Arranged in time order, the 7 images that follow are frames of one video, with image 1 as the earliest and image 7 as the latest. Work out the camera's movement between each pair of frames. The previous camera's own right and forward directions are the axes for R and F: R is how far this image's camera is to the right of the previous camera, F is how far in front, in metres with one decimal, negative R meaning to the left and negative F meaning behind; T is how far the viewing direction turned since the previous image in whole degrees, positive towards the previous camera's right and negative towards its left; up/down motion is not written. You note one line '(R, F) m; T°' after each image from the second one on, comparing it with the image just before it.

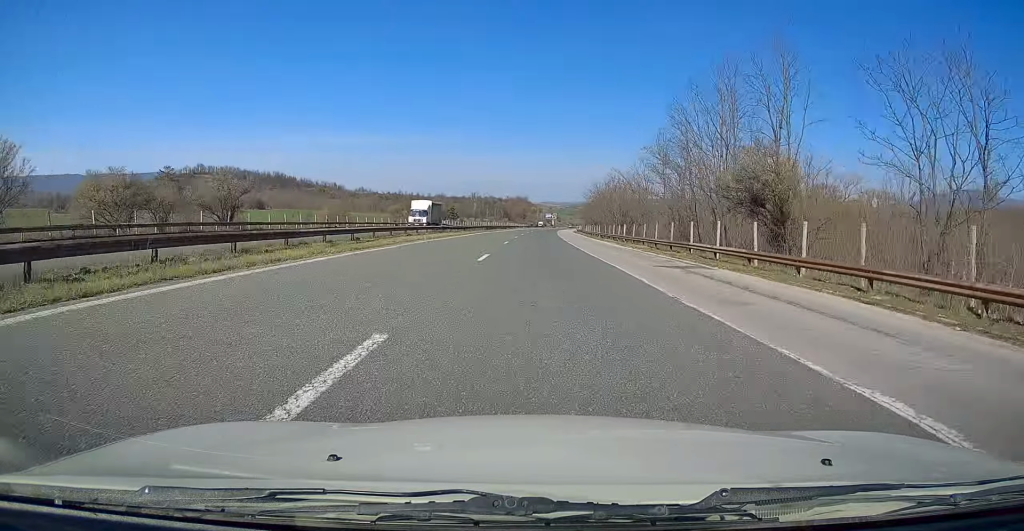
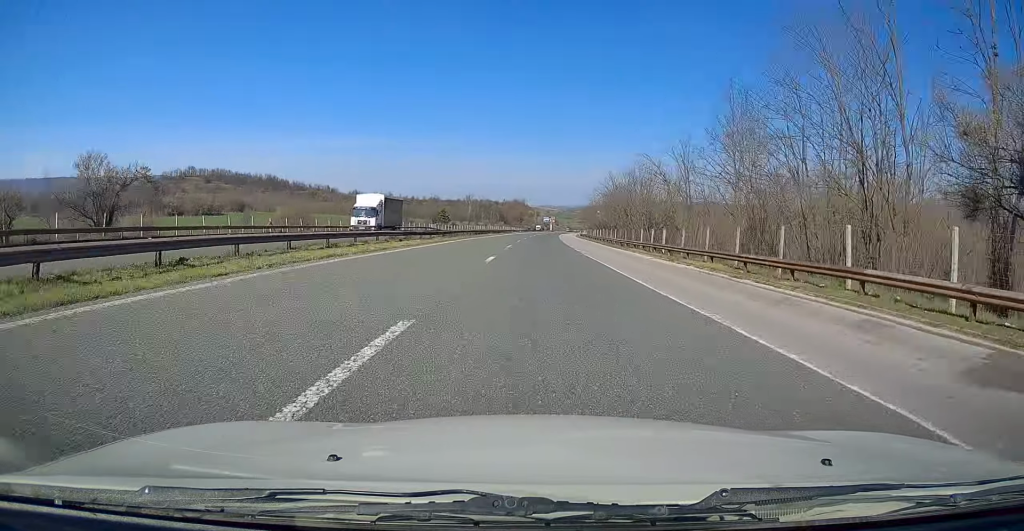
(+0.1, +15.0) m; 0°
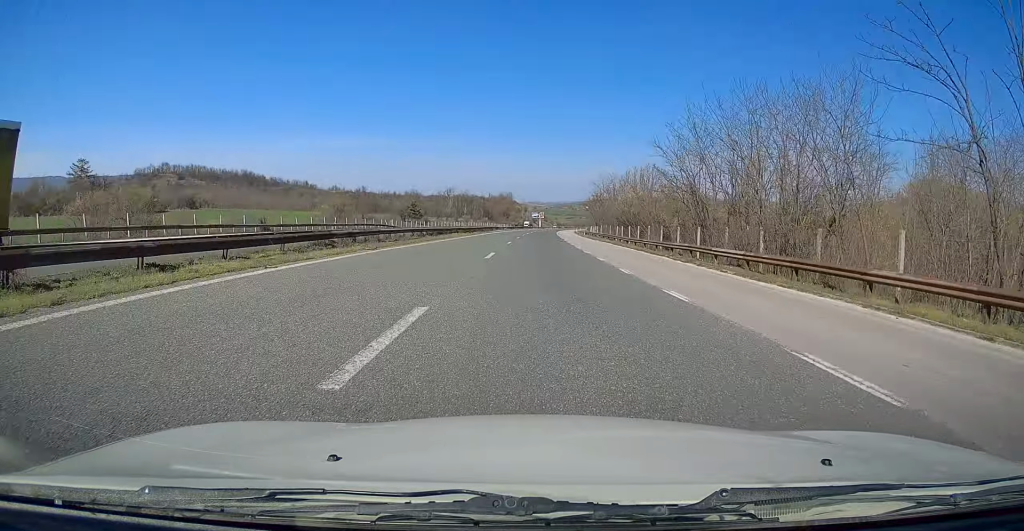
(+0.1, +31.1) m; +1°
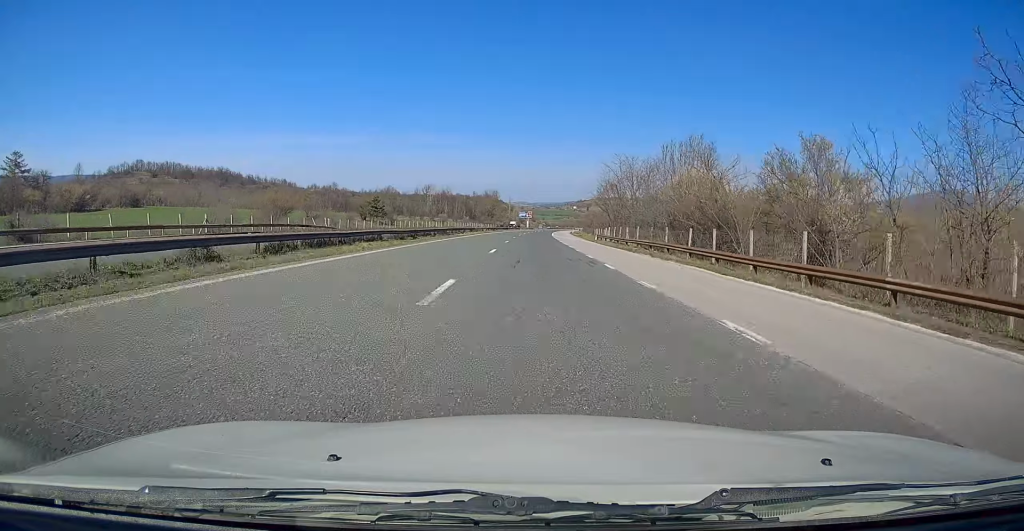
(+0.3, +27.7) m; +2°
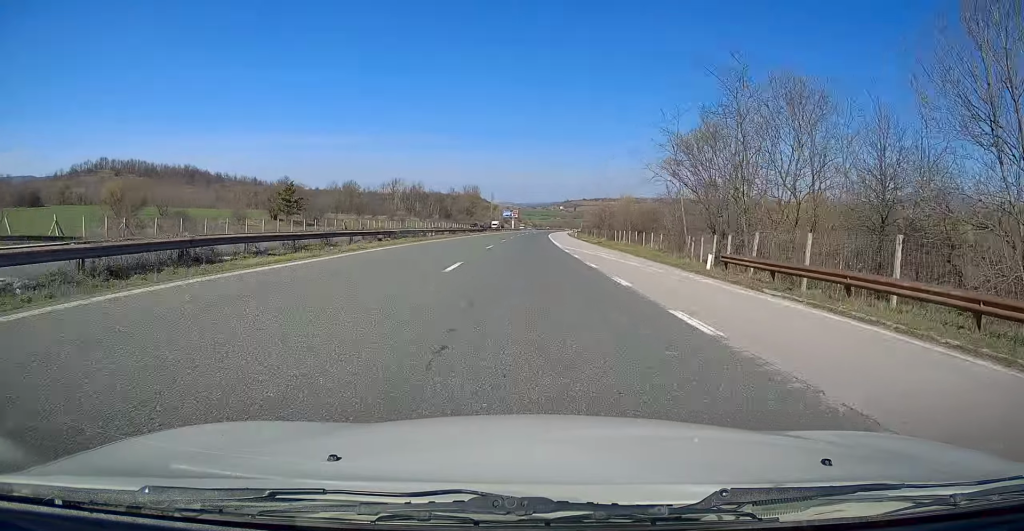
(+0.6, +41.7) m; +1°
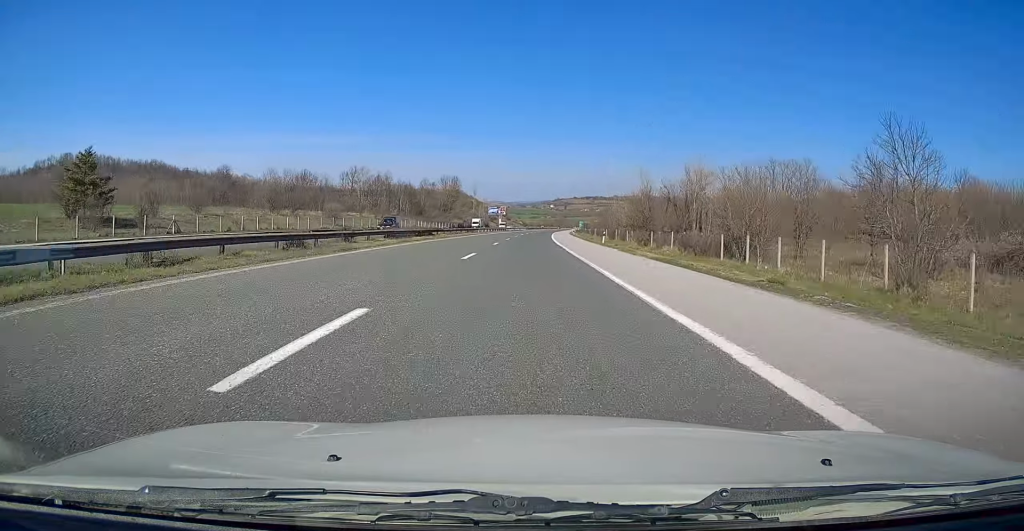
(+0.1, +43.1) m; +1°
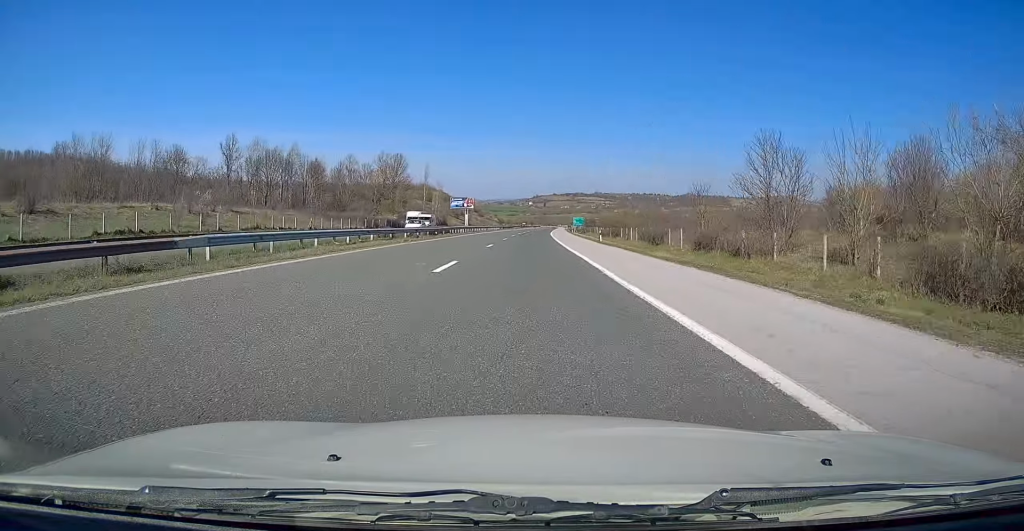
(+1.2, +70.0) m; +2°
